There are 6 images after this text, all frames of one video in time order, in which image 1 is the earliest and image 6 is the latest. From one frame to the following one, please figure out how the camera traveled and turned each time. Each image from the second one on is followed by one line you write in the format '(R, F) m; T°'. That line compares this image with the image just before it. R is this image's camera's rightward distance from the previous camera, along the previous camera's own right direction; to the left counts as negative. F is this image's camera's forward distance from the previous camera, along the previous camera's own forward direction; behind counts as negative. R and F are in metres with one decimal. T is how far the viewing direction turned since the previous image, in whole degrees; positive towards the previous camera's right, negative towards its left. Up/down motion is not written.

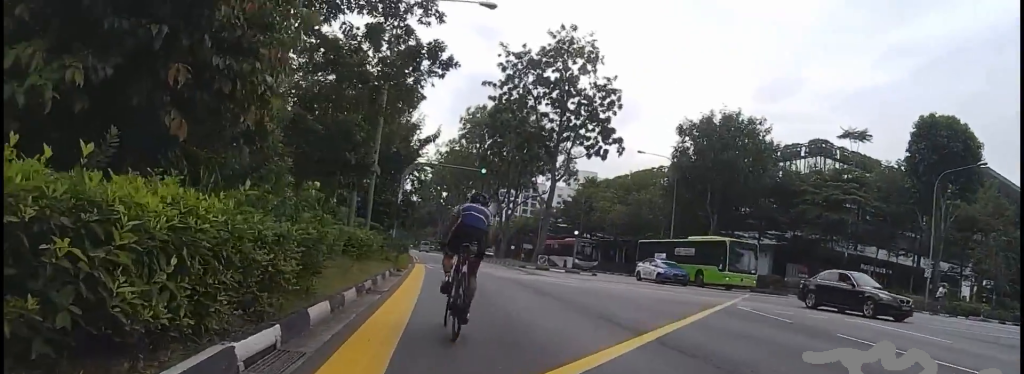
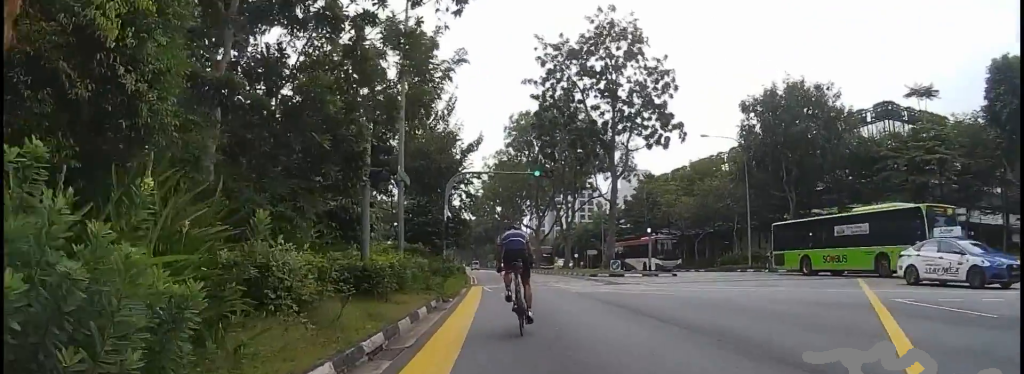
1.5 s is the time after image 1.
(0.0, +4.5) m; 0°
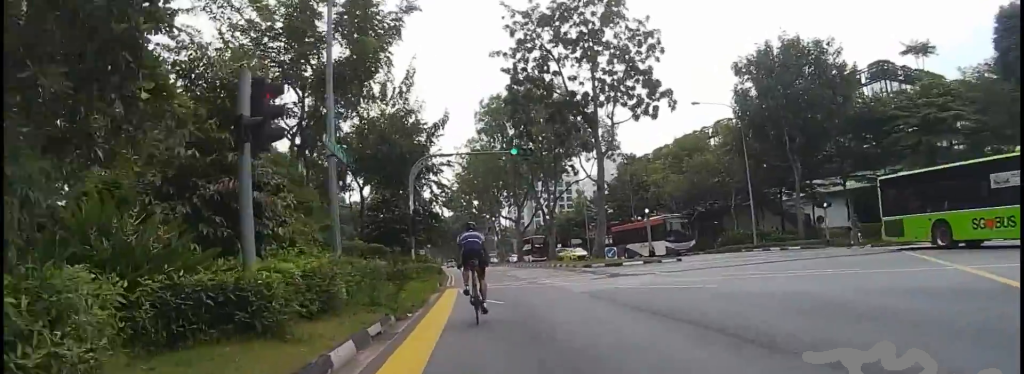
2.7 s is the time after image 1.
(0.0, +5.1) m; 0°
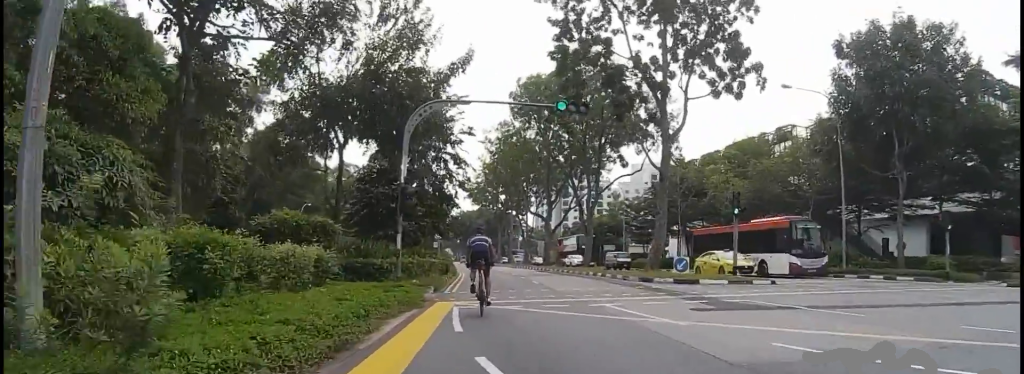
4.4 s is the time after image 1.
(0.0, +9.7) m; 0°
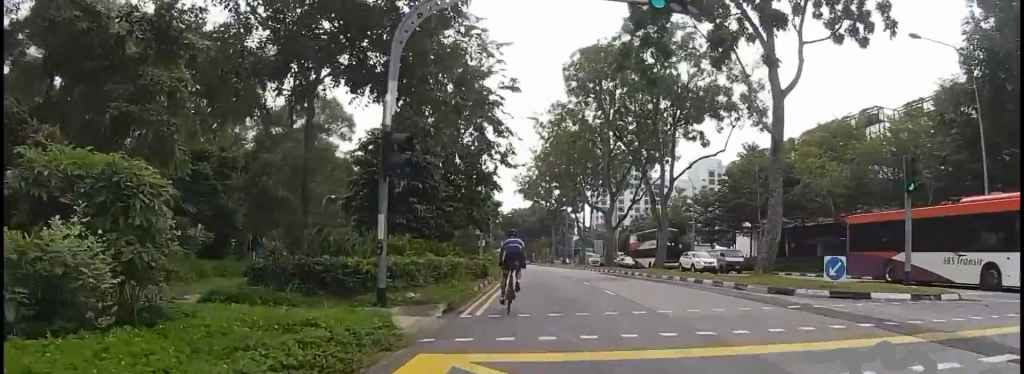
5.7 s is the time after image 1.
(0.0, +7.6) m; 0°
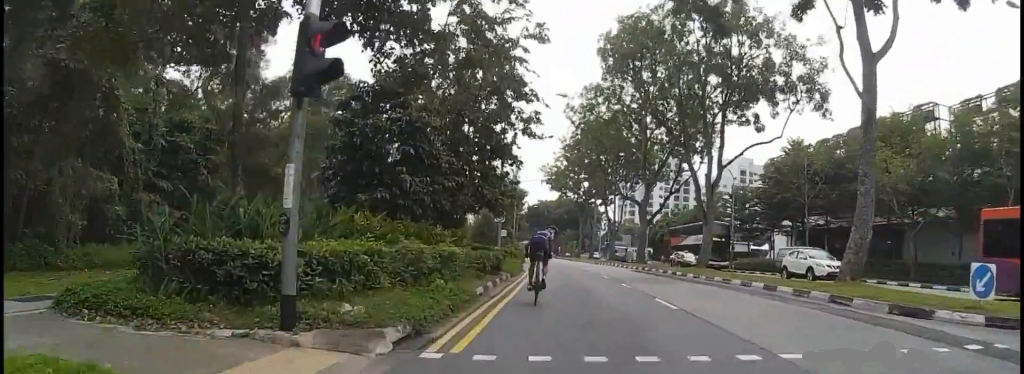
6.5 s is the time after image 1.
(0.0, +4.5) m; -1°
